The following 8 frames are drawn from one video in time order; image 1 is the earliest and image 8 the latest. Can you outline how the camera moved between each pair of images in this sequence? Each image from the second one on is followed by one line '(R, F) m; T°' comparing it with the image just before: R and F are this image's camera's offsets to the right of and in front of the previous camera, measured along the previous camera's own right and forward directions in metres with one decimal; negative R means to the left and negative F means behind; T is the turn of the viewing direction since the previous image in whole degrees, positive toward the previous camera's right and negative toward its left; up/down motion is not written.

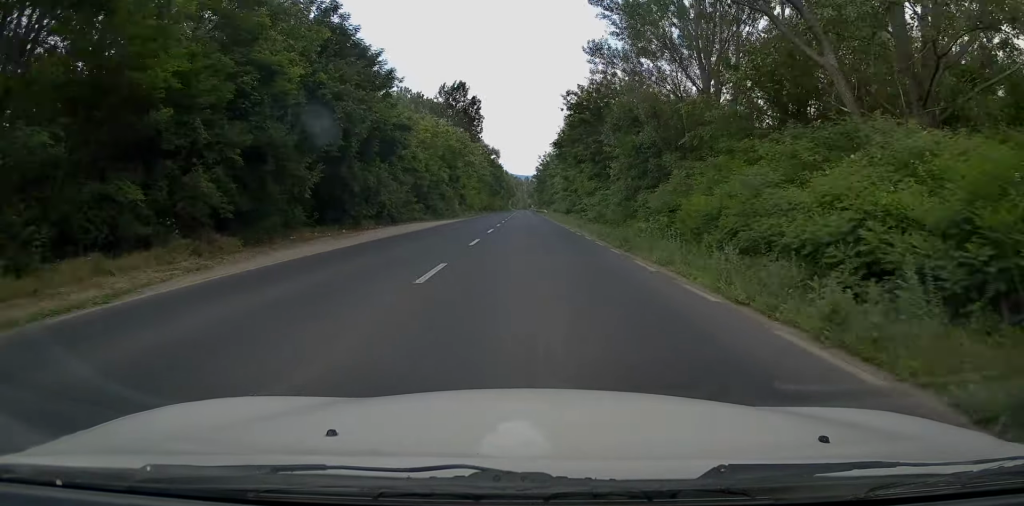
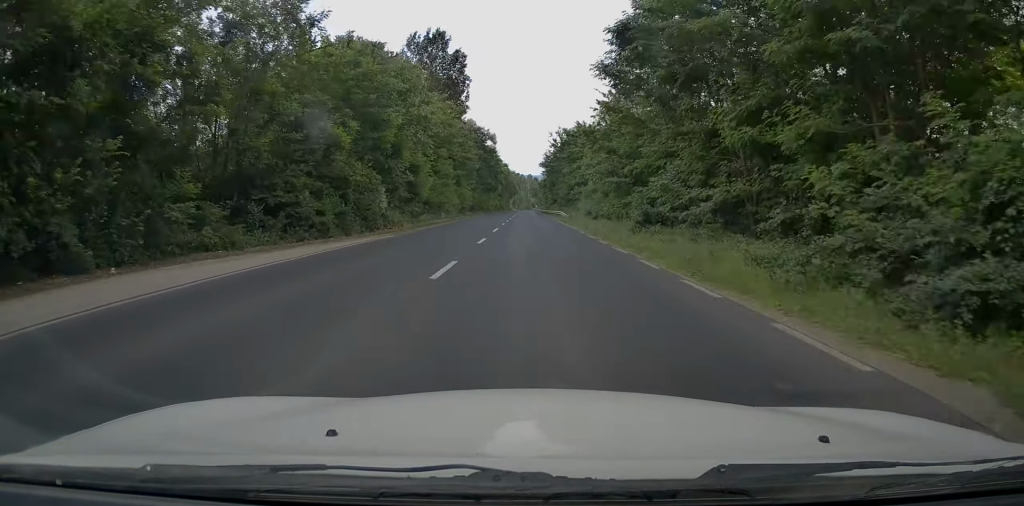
(-0.3, +35.0) m; -1°
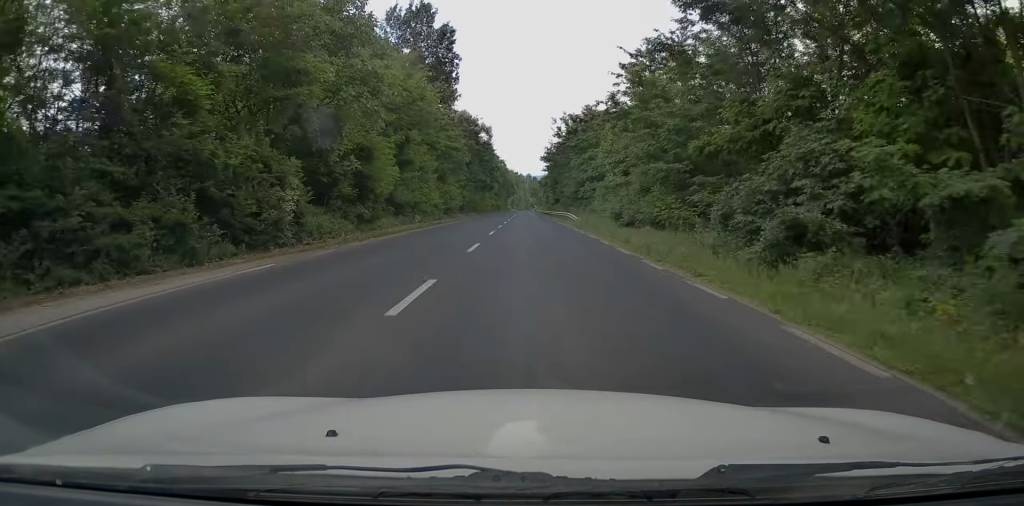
(0.0, +12.0) m; 0°
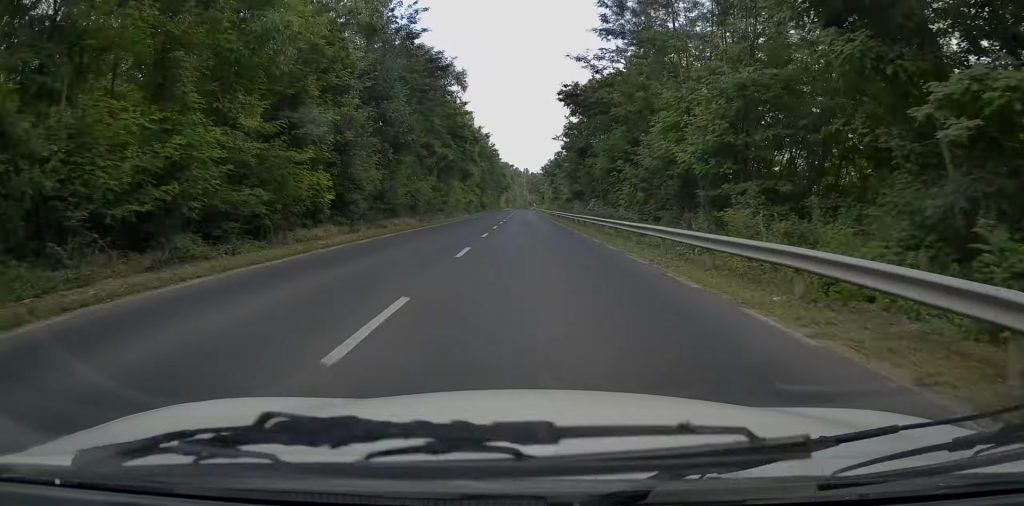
(+0.6, +46.3) m; +1°
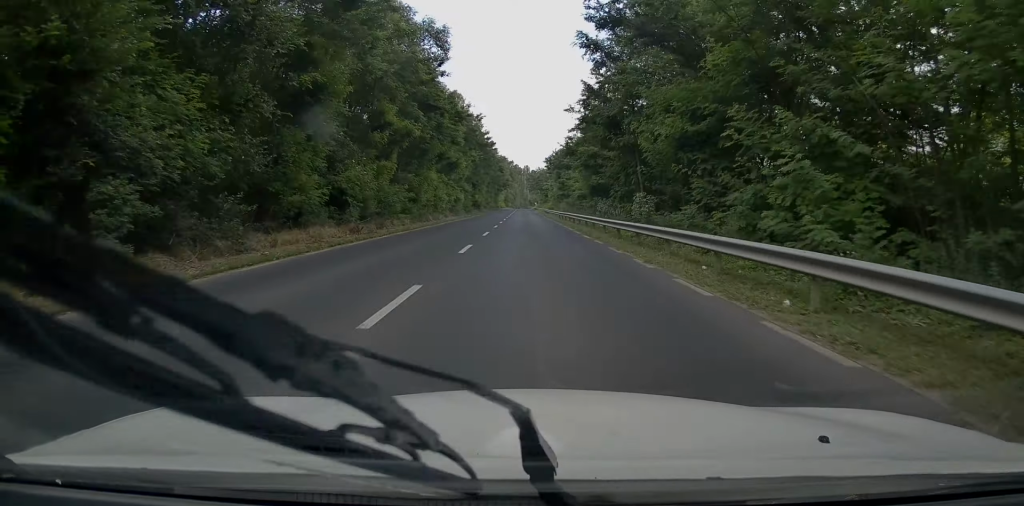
(0.0, +16.5) m; 0°
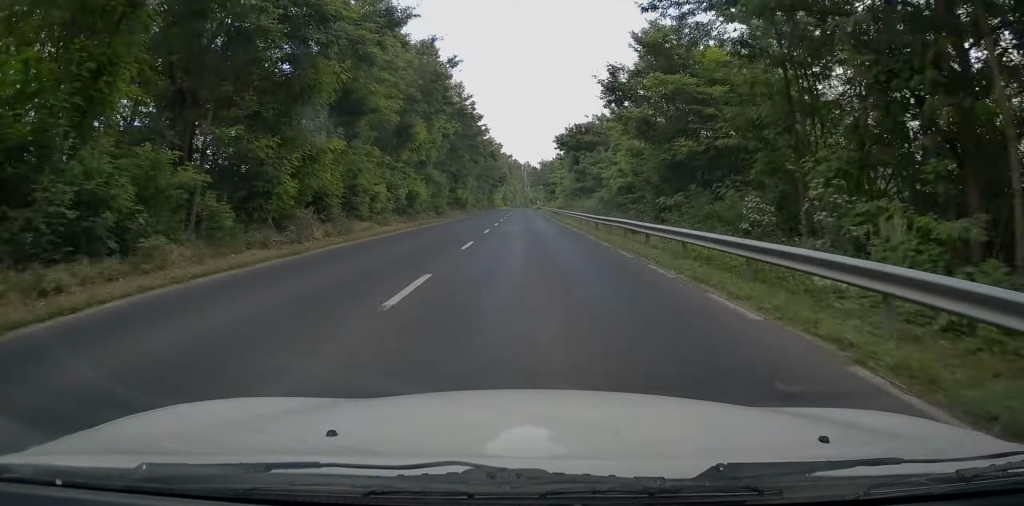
(-0.1, +25.5) m; 0°
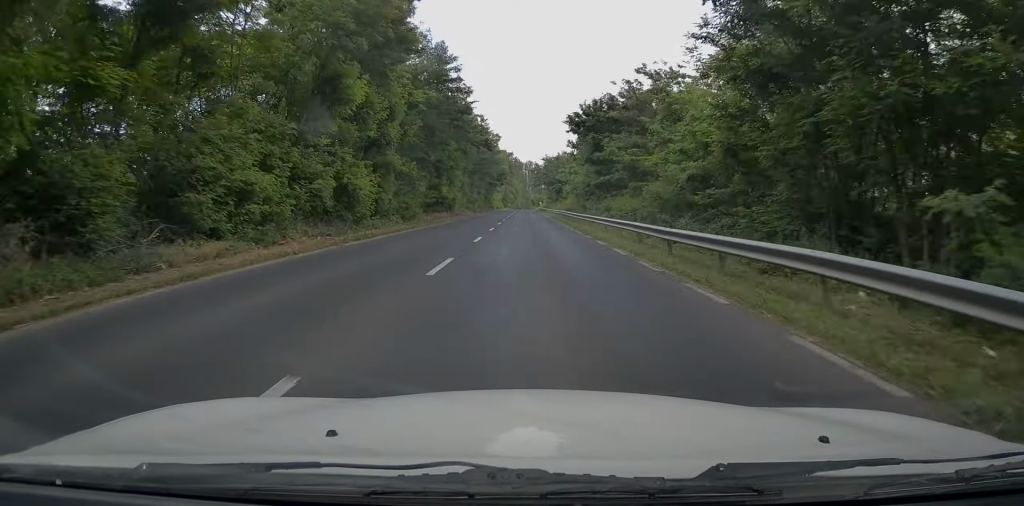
(0.0, +14.5) m; 0°
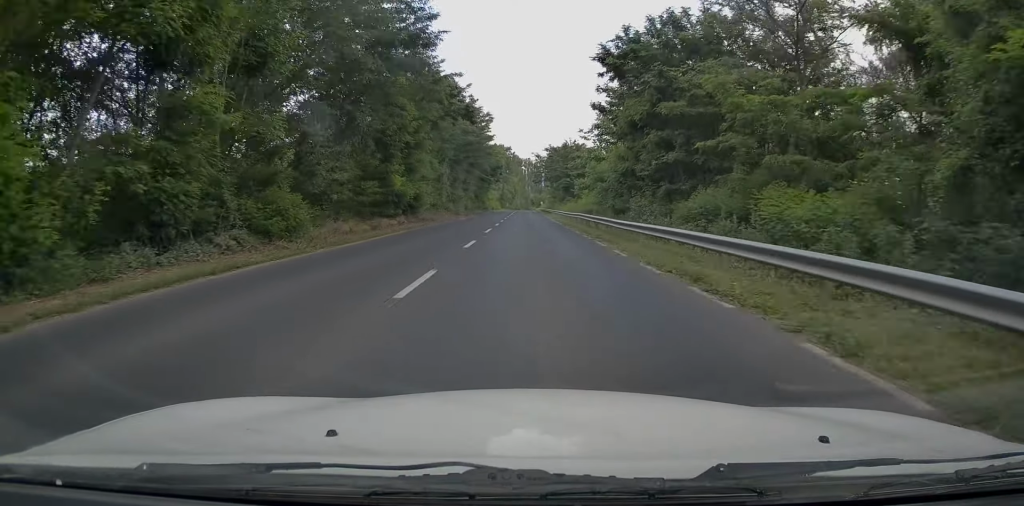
(0.0, +20.0) m; 0°
